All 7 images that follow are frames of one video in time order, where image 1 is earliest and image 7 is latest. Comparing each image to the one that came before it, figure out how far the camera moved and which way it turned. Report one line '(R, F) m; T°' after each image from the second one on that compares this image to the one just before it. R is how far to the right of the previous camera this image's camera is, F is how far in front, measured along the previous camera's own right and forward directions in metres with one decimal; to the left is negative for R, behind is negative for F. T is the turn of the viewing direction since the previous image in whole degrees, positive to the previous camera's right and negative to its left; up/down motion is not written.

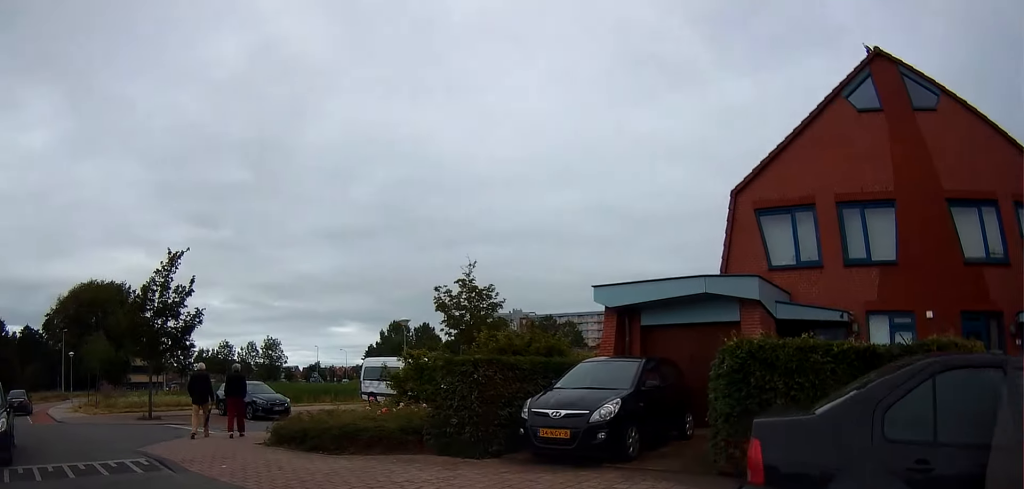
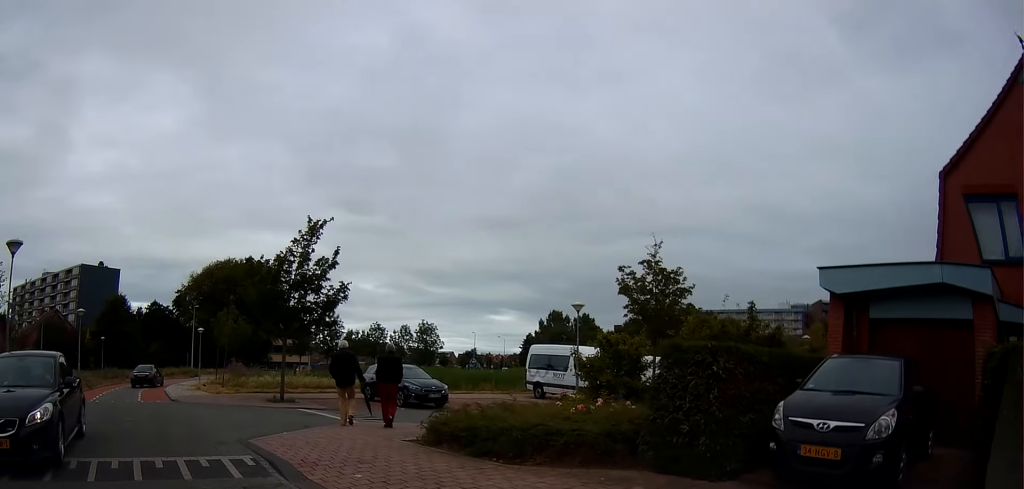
(-0.2, +1.9) m; -13°
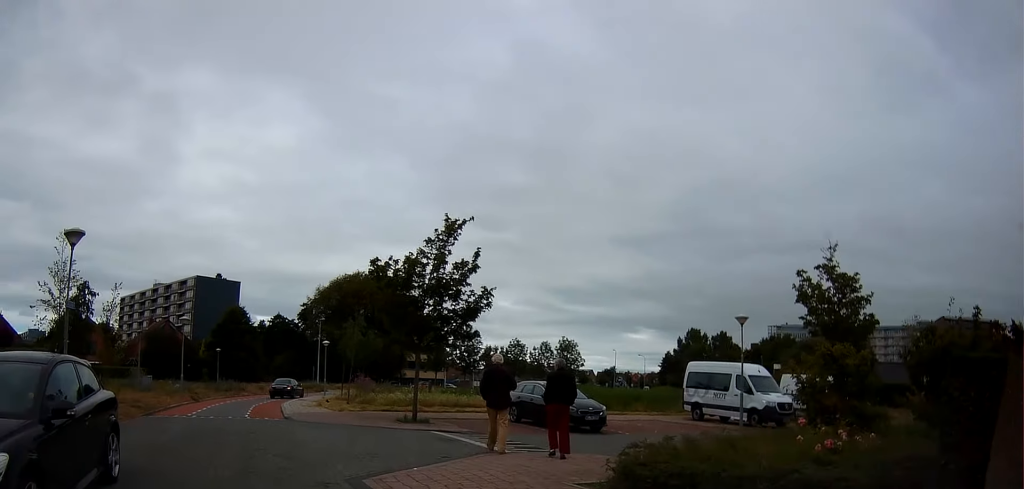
(-0.2, +2.2) m; -13°
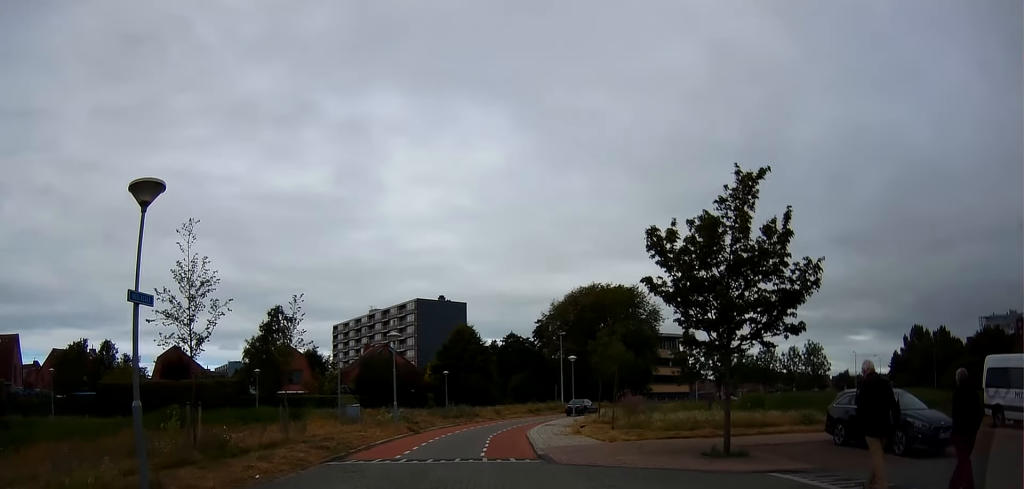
(-1.0, +5.3) m; -20°
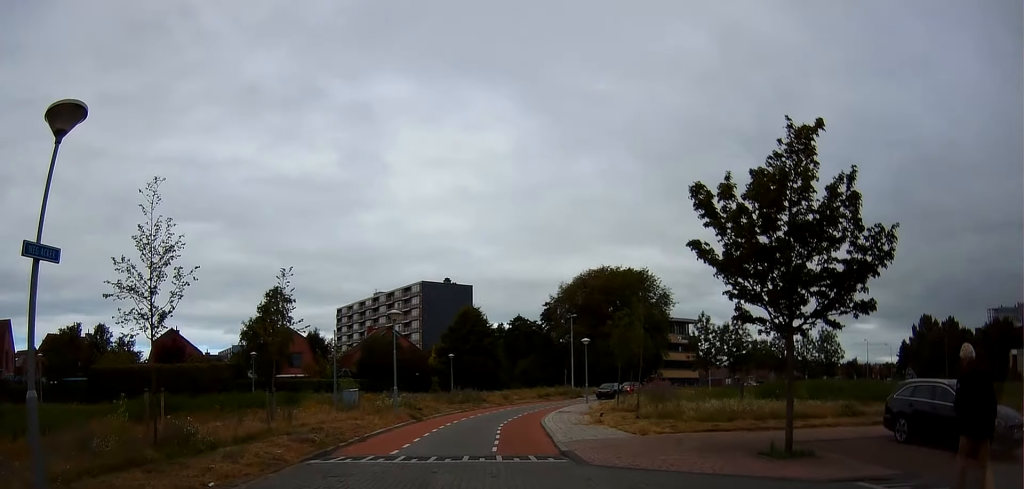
(-0.2, +2.1) m; -4°
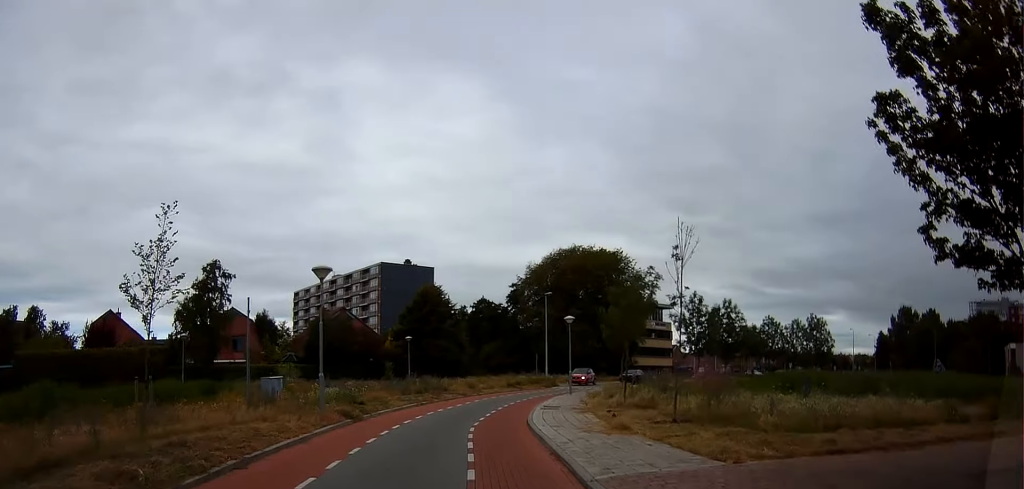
(-0.2, +5.7) m; +1°
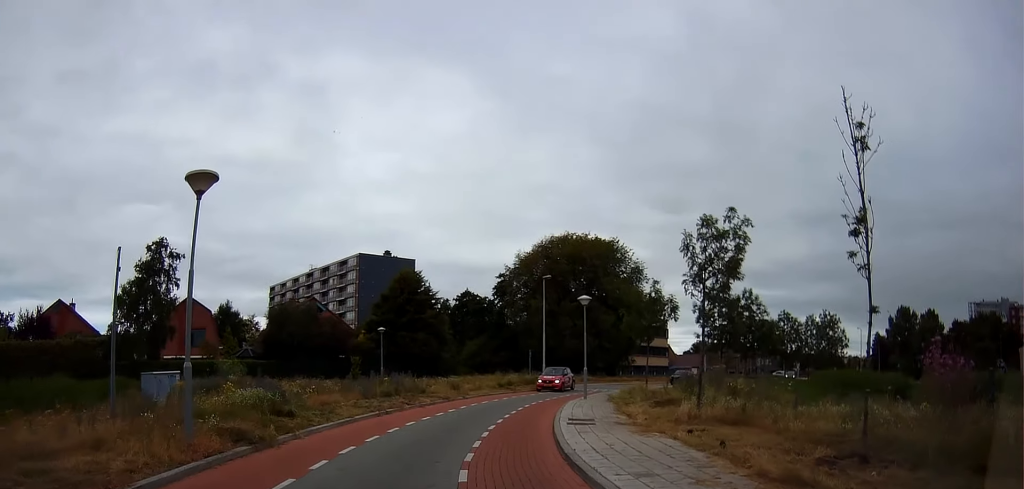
(+0.3, +7.3) m; +4°
